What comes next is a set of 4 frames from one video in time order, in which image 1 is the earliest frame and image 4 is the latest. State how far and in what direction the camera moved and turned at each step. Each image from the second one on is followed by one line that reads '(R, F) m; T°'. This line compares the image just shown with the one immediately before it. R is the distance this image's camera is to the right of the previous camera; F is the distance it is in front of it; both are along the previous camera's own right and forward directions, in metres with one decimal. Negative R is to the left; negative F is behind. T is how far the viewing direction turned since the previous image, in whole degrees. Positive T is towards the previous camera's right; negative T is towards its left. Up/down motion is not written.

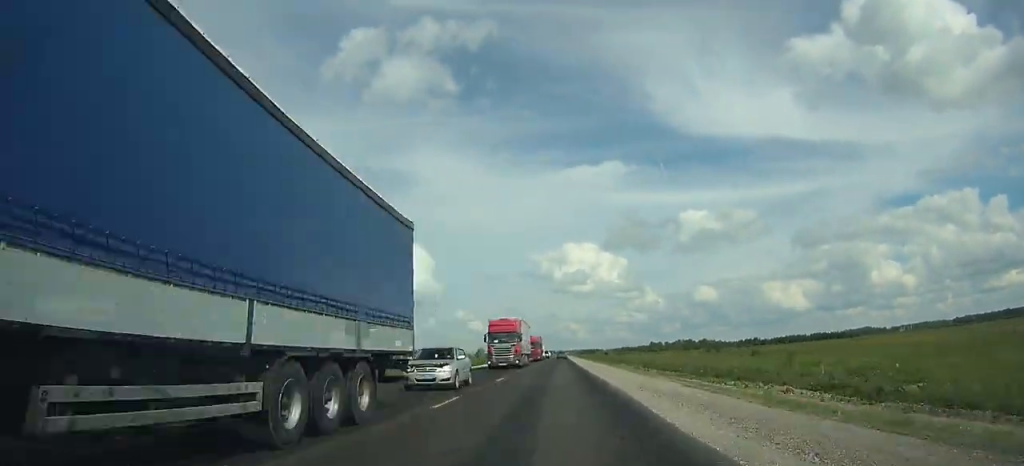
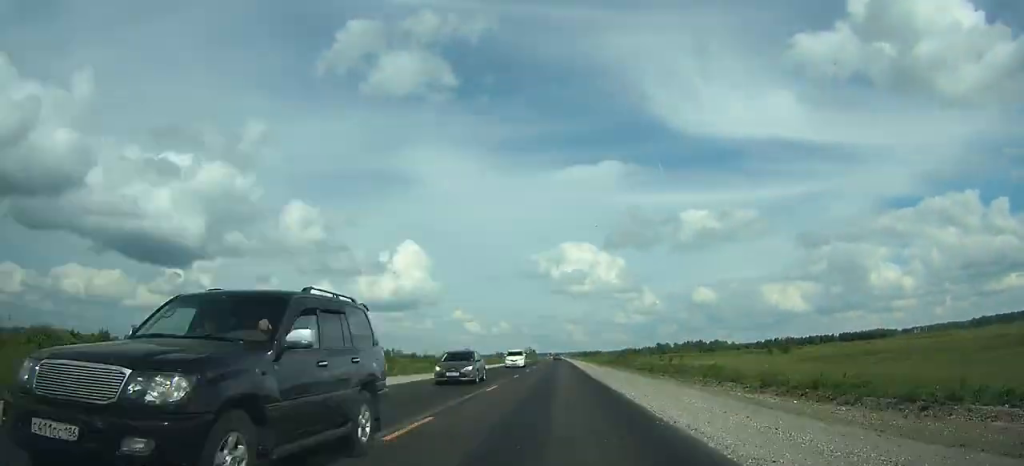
(+0.2, +91.5) m; 0°
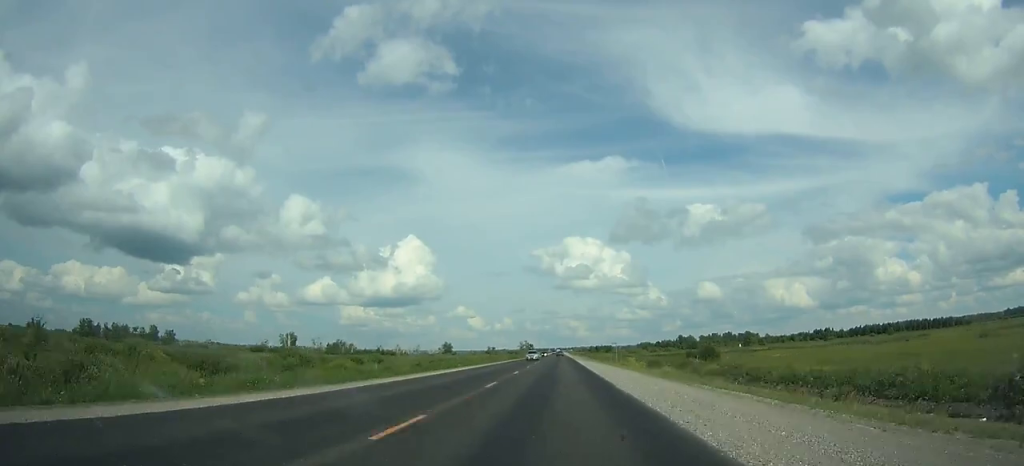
(+0.2, +131.0) m; 0°
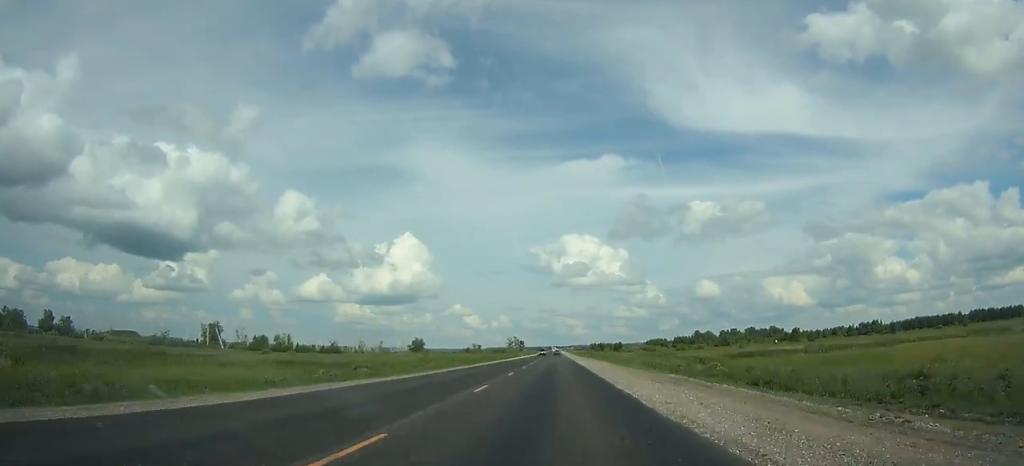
(+0.2, +95.7) m; 0°
